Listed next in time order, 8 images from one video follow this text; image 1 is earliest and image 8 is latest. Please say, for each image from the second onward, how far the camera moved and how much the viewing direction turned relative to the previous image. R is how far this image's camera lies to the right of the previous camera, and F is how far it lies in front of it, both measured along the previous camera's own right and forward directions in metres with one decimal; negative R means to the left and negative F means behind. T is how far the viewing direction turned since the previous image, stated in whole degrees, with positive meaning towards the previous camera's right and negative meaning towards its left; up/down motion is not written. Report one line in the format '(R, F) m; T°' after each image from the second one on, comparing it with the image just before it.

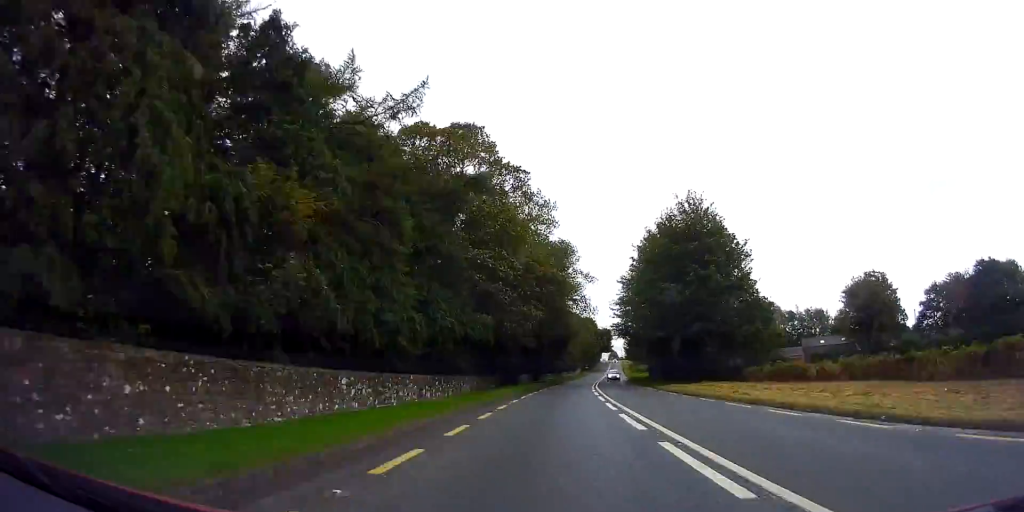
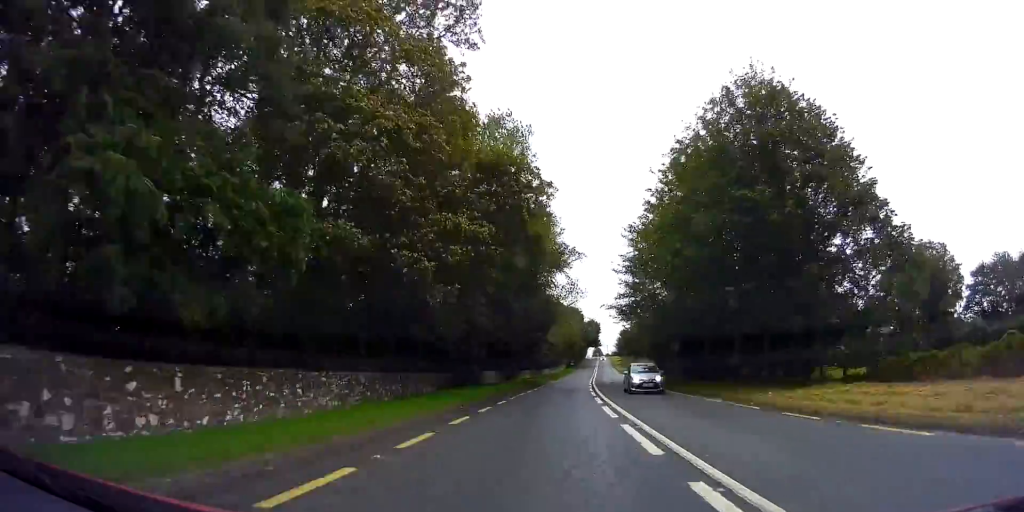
(+0.7, +21.0) m; +3°
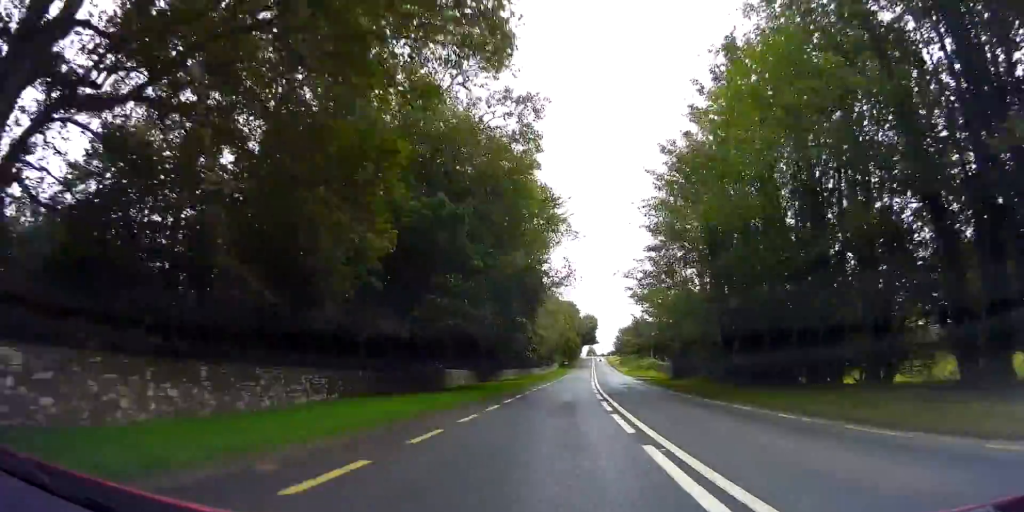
(+0.1, +14.9) m; +1°
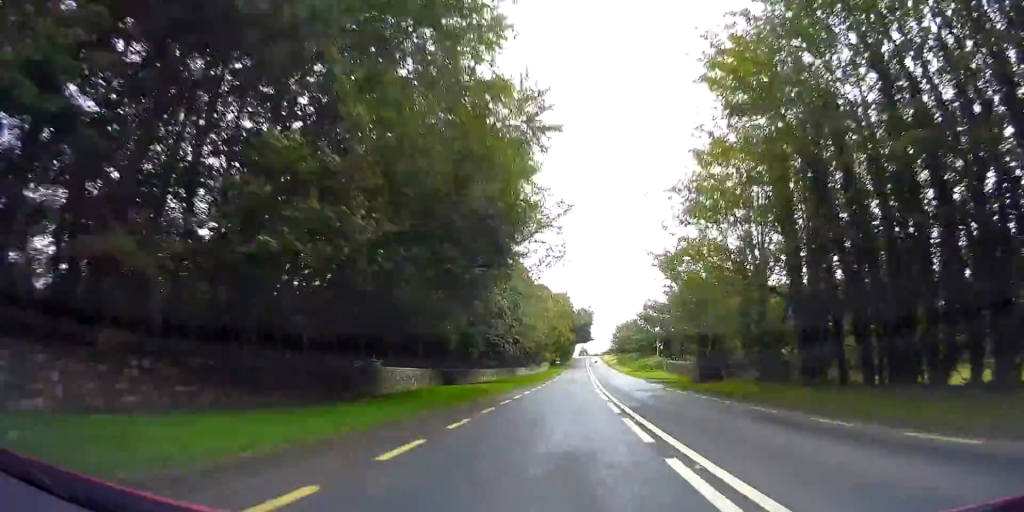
(+0.1, +13.5) m; +1°
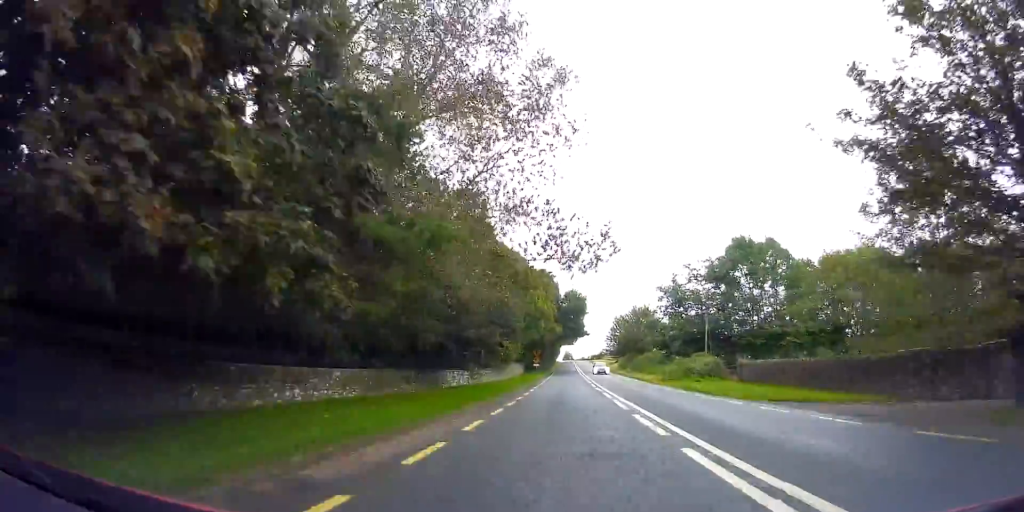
(+0.8, +34.7) m; +3°
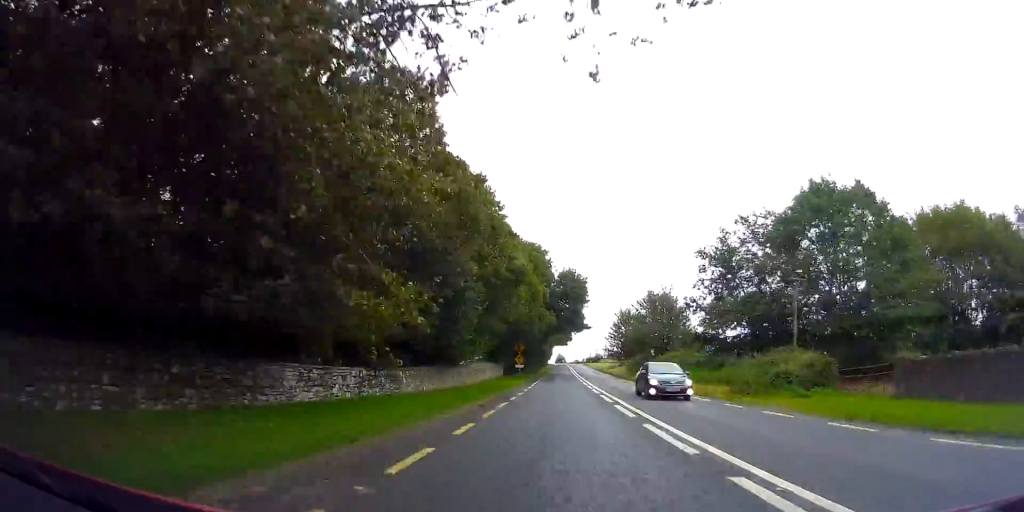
(+0.3, +19.8) m; +1°
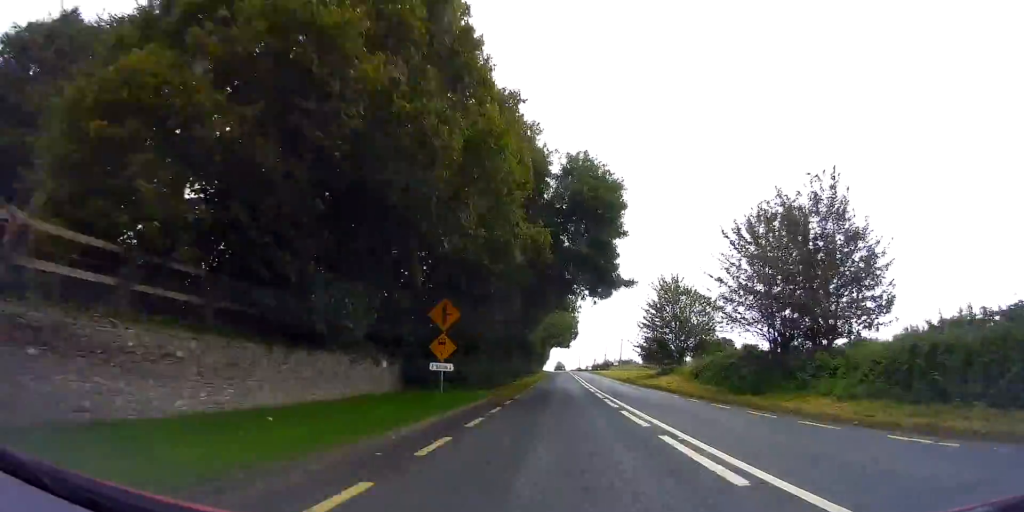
(+0.3, +37.5) m; 0°
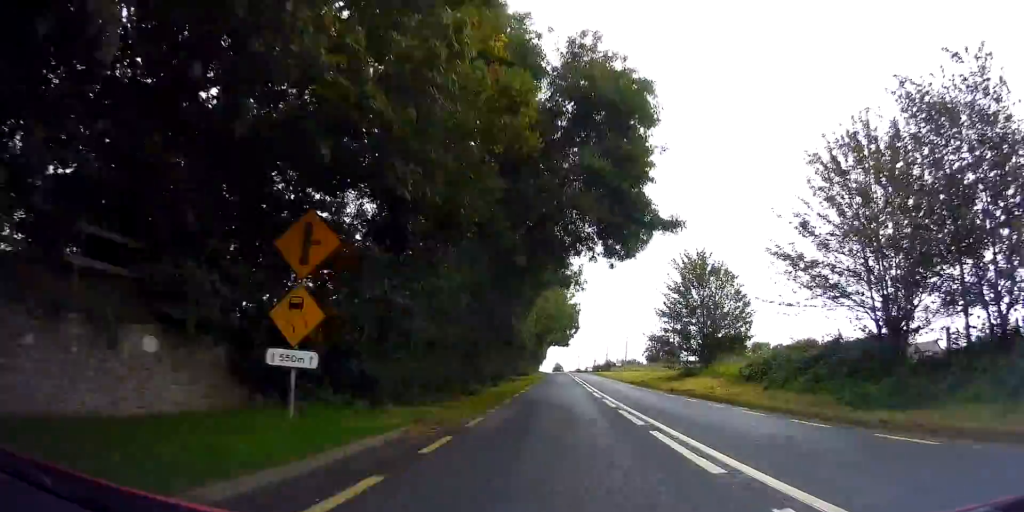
(-0.1, +11.2) m; 0°
